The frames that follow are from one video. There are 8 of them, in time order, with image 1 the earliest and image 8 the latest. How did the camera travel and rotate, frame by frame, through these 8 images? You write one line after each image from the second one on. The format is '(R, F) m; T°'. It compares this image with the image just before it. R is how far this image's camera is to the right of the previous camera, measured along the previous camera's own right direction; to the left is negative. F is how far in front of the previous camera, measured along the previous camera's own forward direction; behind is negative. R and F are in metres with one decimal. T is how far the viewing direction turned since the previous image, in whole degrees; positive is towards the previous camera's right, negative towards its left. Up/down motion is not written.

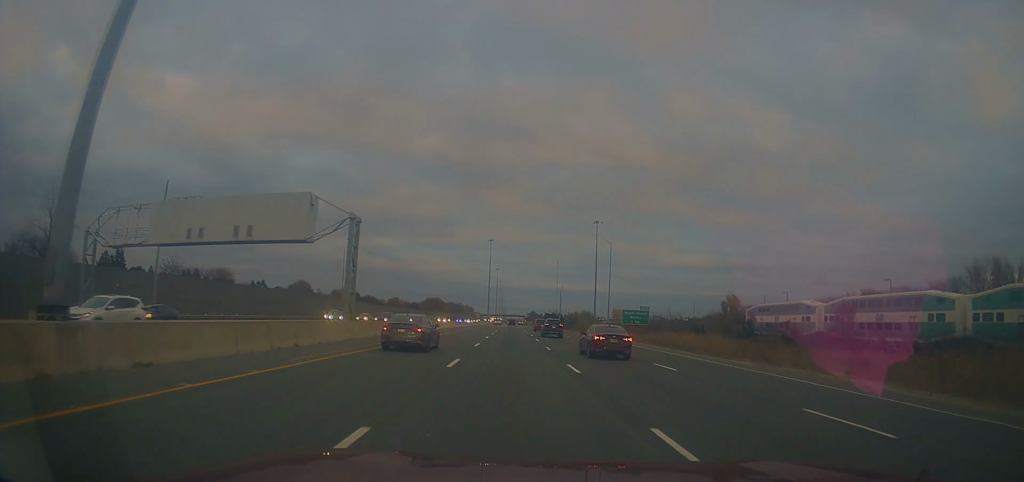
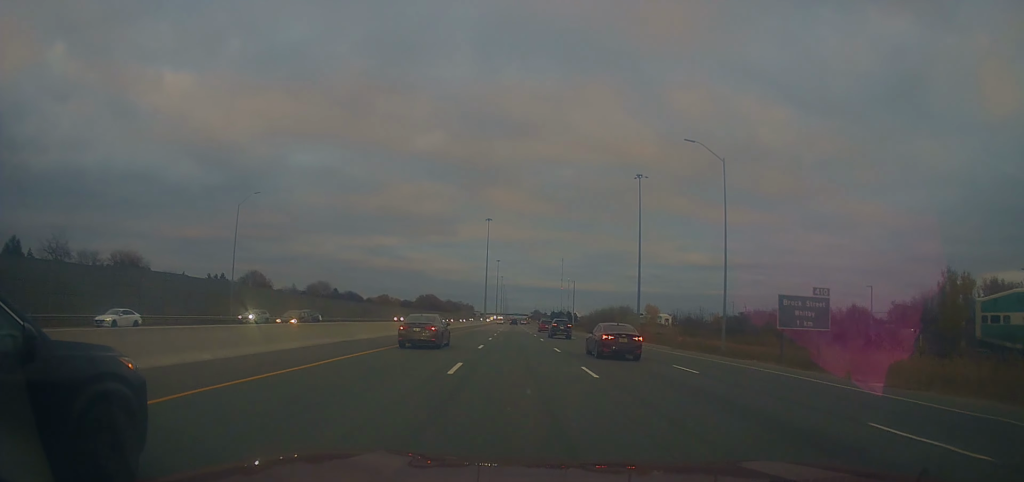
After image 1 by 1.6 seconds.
(-1.4, +50.7) m; -1°
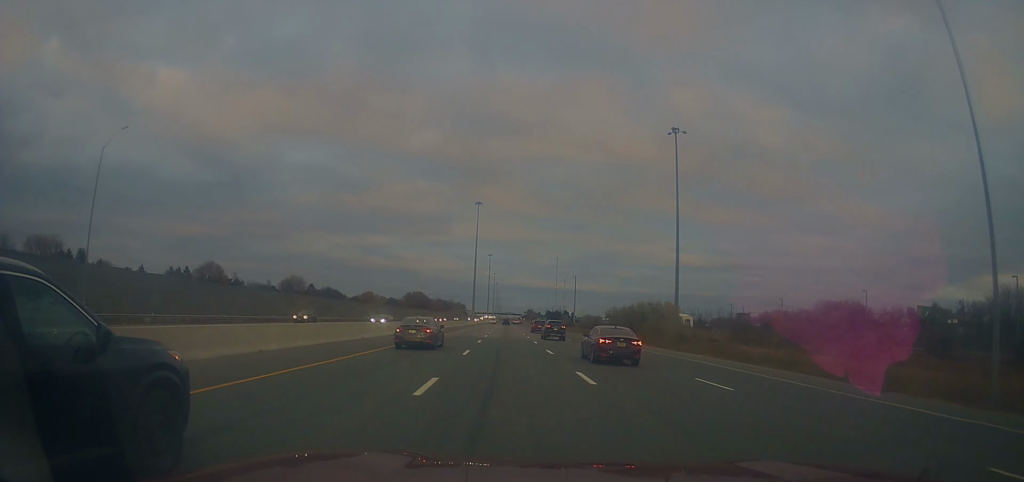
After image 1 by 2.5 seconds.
(+0.7, +27.9) m; +1°
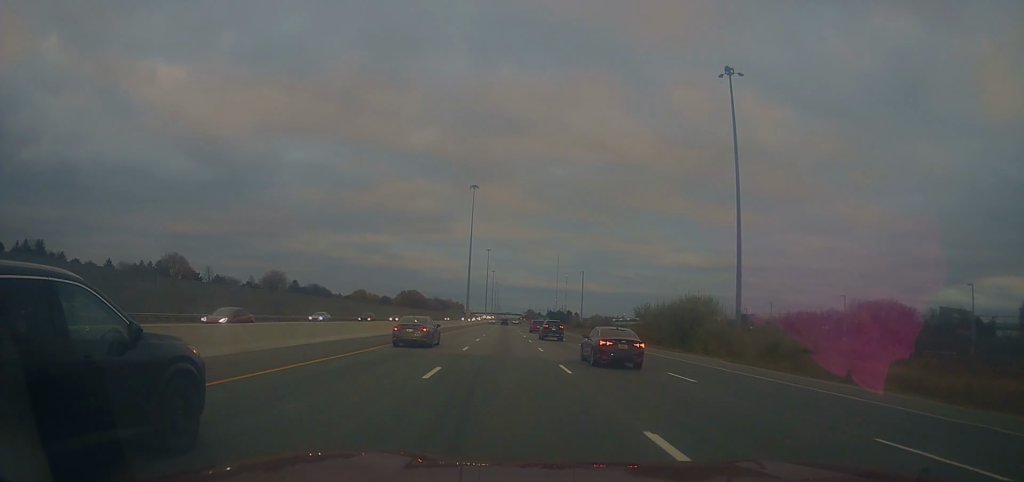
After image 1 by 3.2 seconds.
(-0.1, +21.8) m; 0°
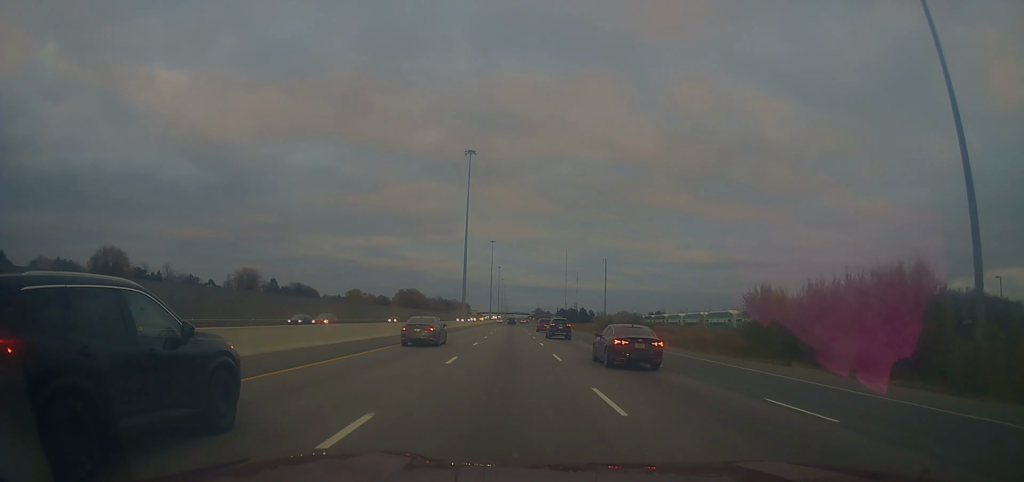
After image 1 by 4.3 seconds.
(0.0, +32.2) m; 0°
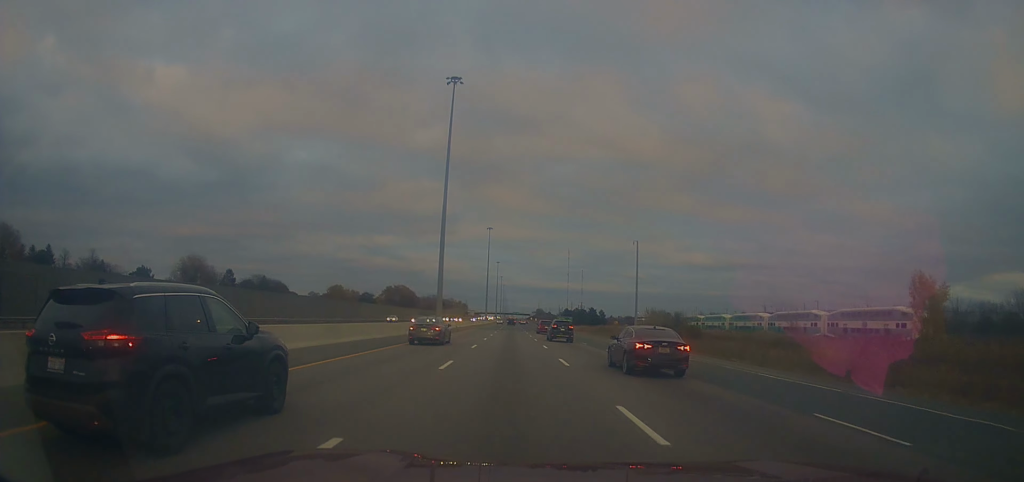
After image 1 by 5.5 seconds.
(-0.1, +38.3) m; -1°
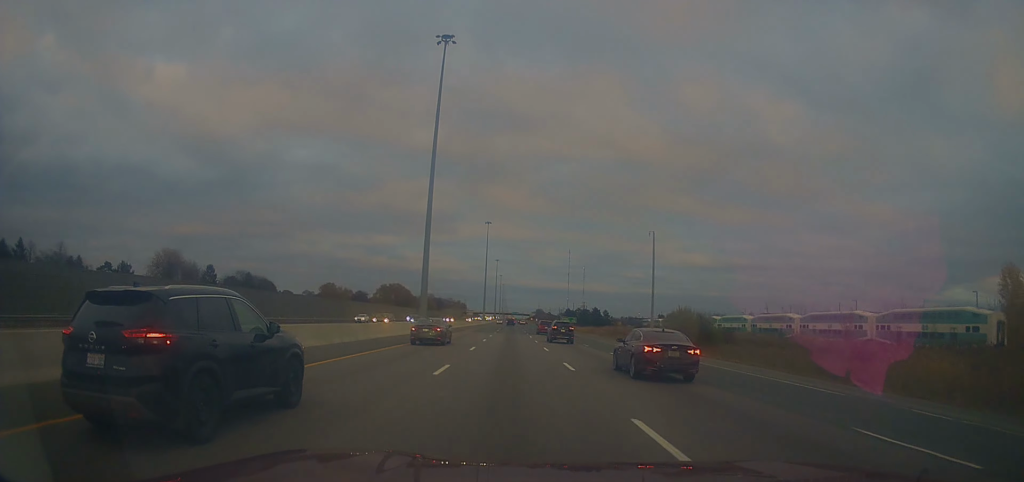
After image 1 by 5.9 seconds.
(-0.1, +13.4) m; 0°
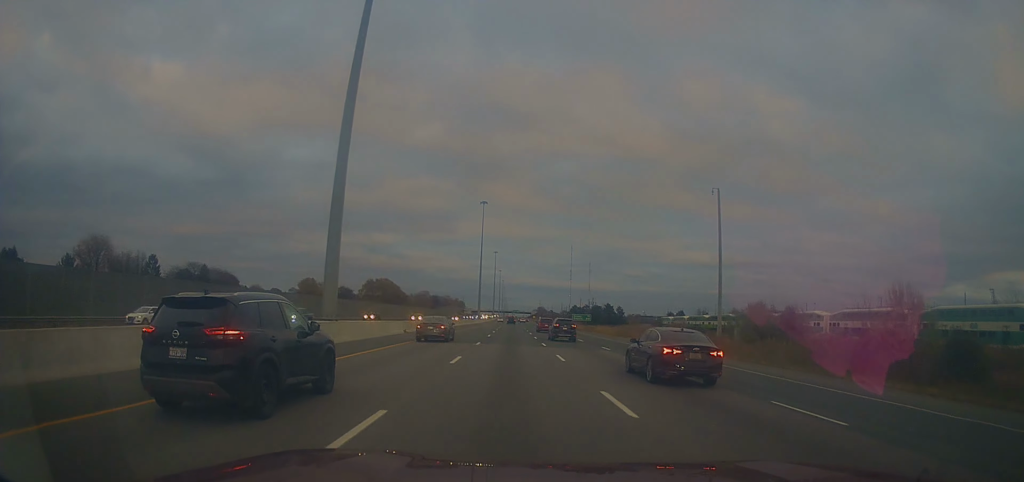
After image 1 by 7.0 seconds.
(+0.2, +33.0) m; +1°
